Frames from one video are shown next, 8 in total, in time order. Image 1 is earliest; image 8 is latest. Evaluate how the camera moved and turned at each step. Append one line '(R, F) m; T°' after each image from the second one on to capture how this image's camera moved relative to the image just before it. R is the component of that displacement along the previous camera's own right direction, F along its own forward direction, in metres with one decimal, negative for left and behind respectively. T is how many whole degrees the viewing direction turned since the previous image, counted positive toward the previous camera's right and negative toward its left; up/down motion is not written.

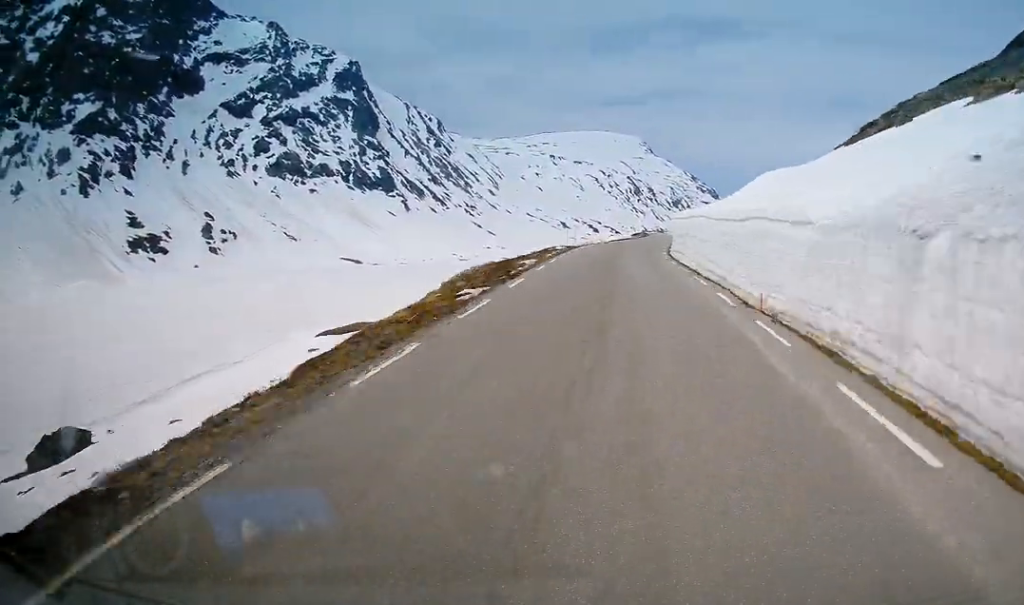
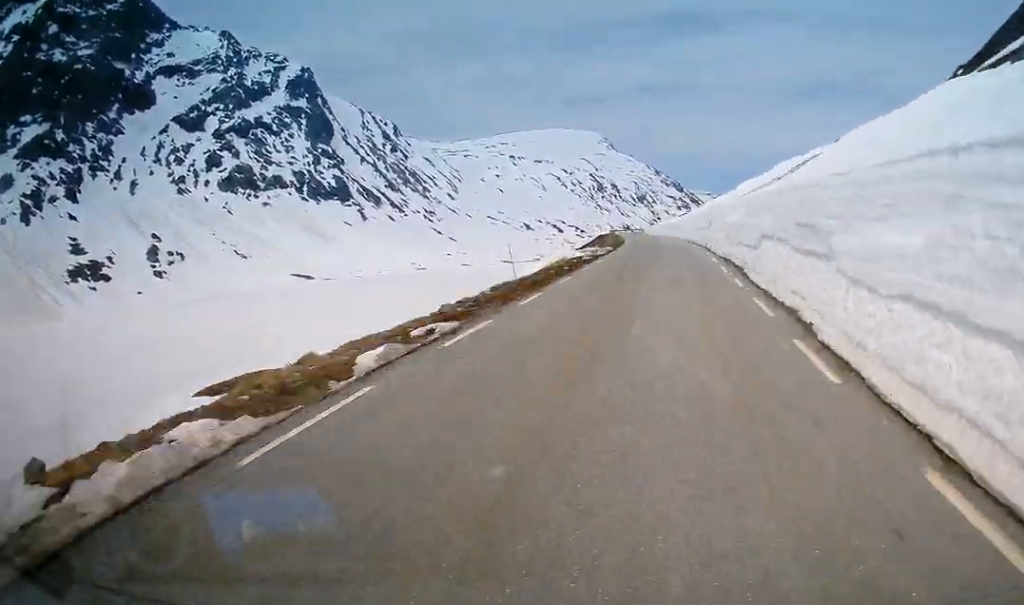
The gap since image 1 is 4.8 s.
(-0.3, +57.2) m; -1°
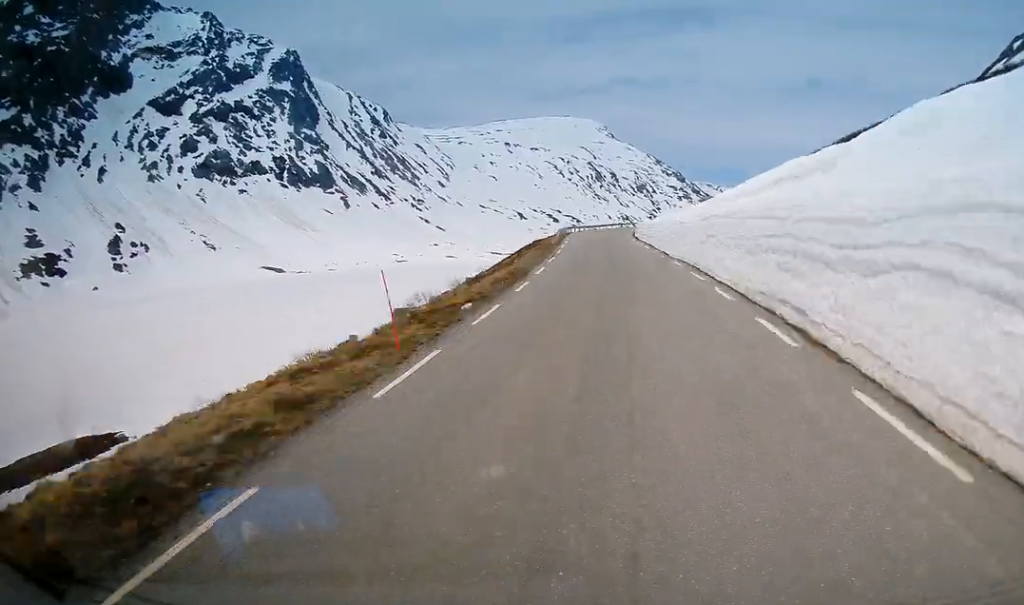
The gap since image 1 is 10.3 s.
(-0.9, +68.7) m; +3°
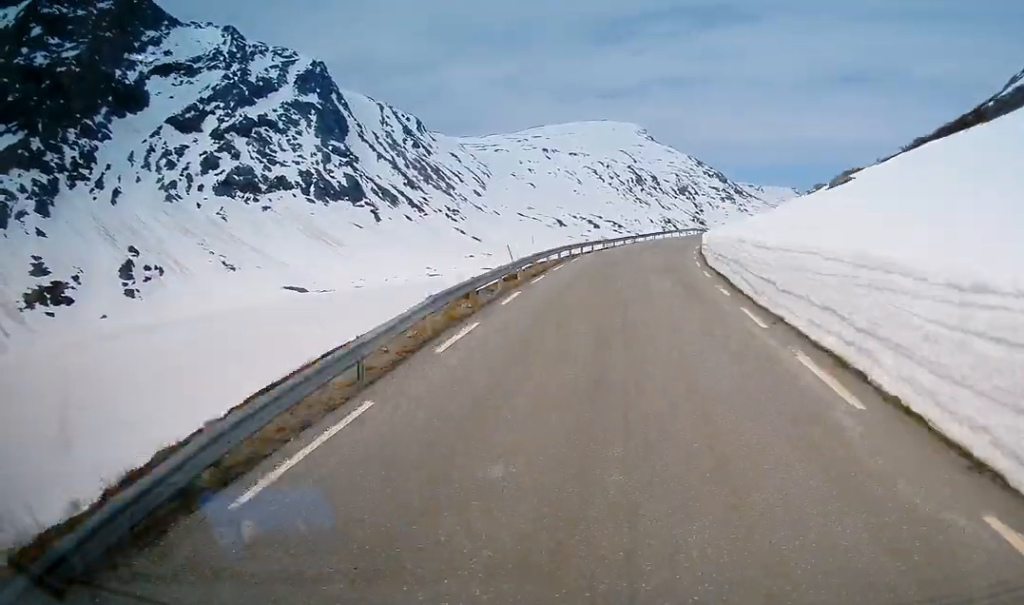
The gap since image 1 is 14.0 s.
(-2.4, +44.8) m; +2°
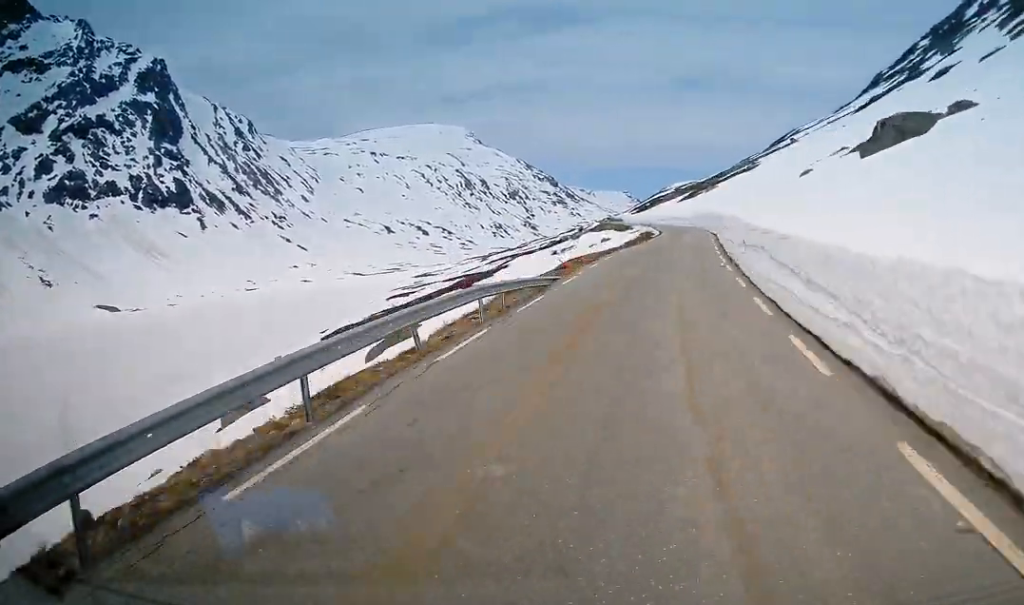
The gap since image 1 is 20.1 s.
(+7.9, +76.9) m; +3°
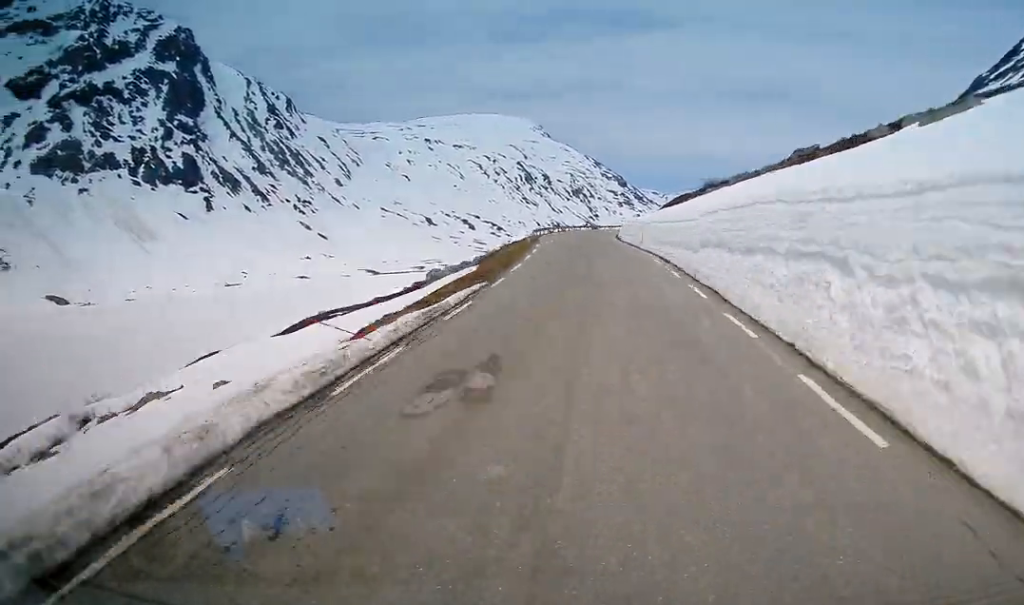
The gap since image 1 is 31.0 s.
(-0.7, +138.6) m; 0°
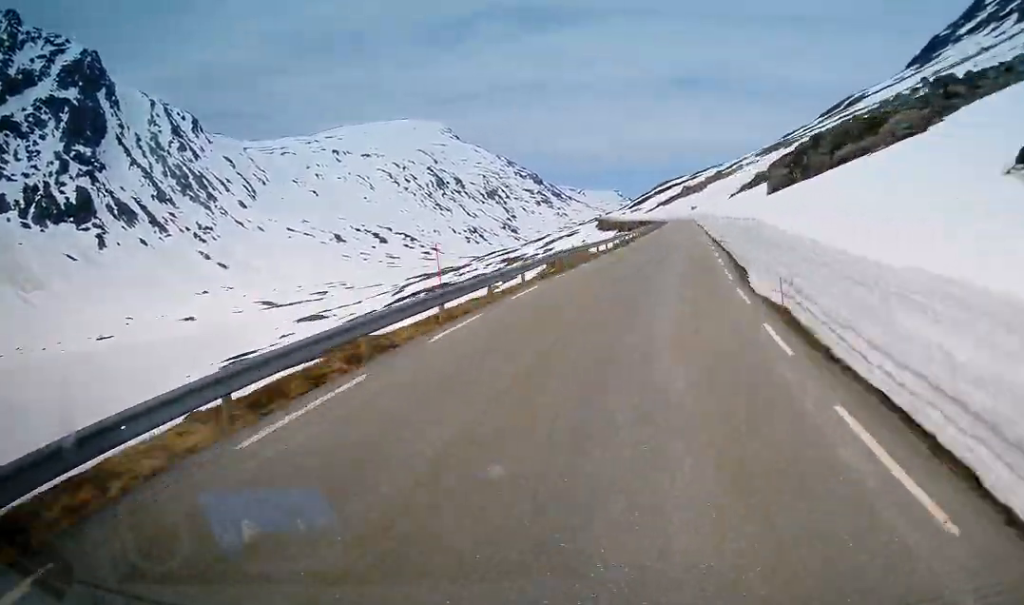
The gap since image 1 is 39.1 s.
(+1.9, +103.0) m; +3°
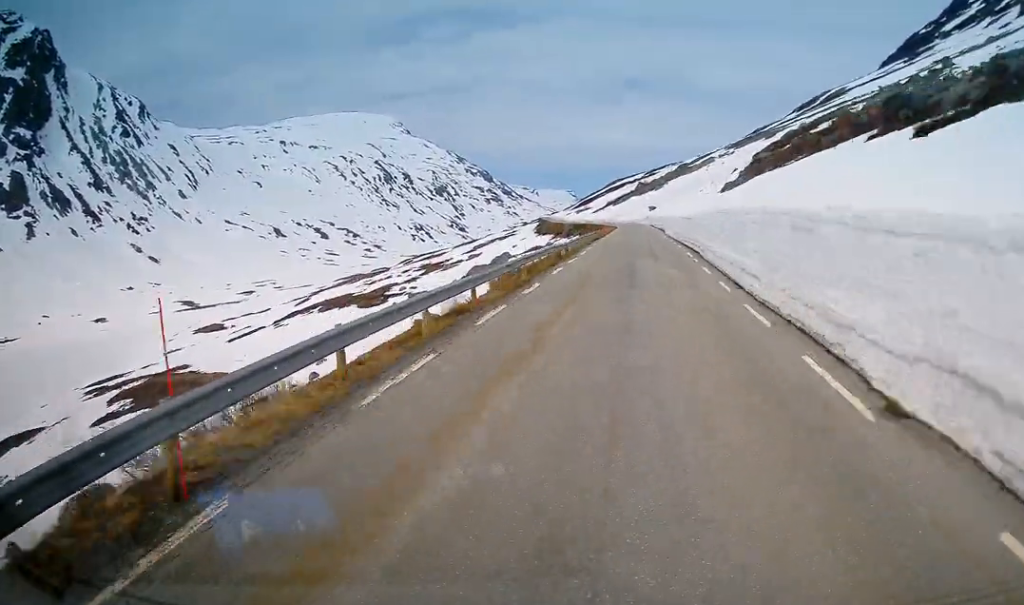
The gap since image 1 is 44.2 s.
(+2.6, +63.9) m; +1°
